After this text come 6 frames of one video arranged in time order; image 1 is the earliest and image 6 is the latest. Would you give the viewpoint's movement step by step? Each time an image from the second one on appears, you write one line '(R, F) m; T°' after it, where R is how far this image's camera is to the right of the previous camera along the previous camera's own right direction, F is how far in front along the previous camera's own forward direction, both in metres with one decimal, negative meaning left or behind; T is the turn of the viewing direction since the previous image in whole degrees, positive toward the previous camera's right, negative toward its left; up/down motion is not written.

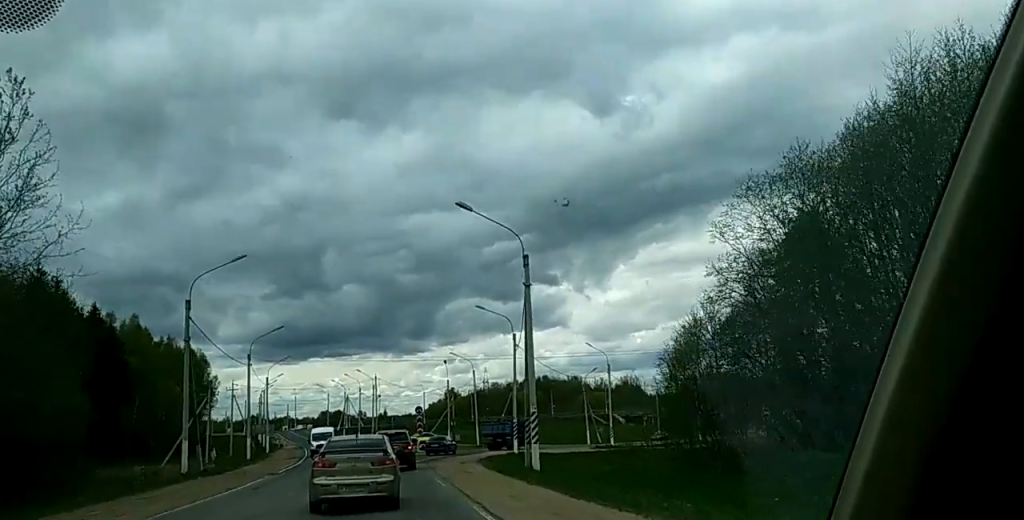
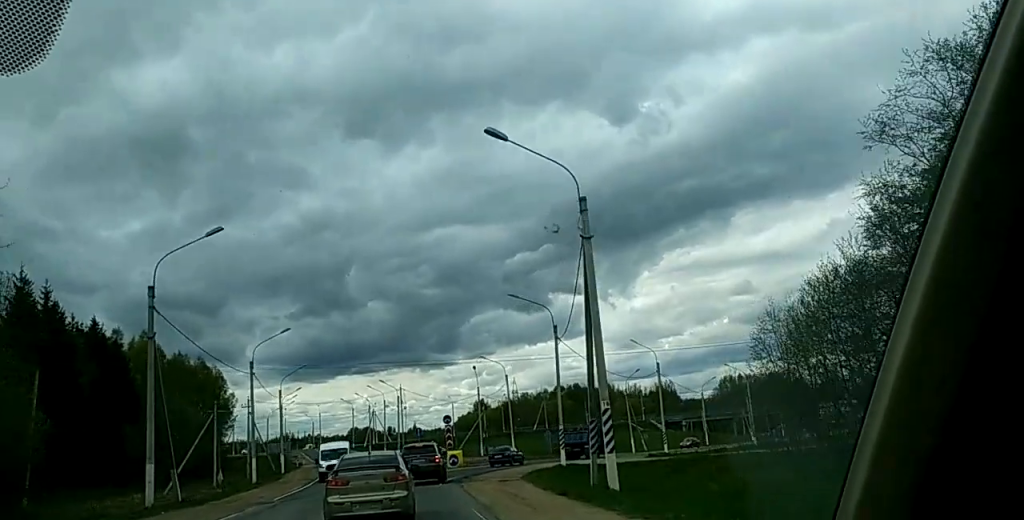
(-0.3, +8.8) m; -3°
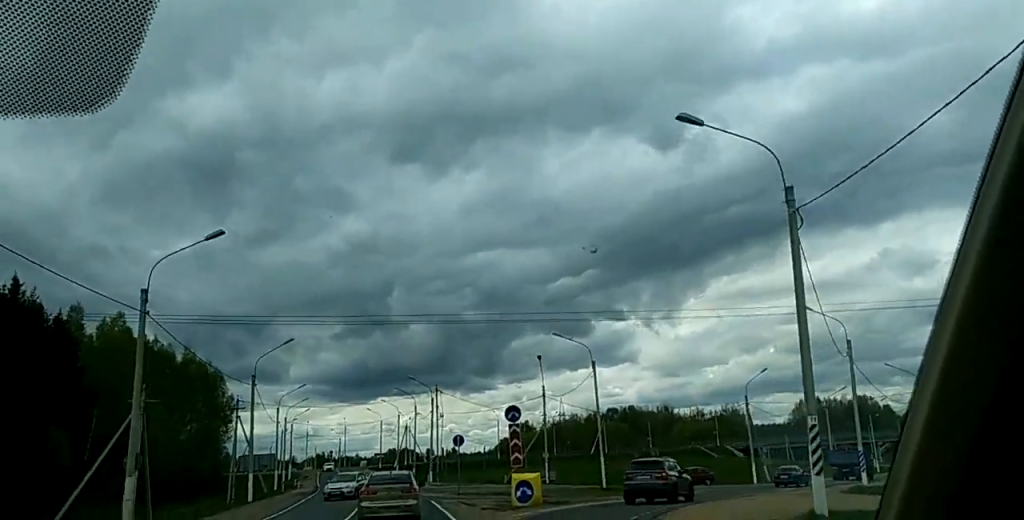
(-1.1, +30.5) m; +1°
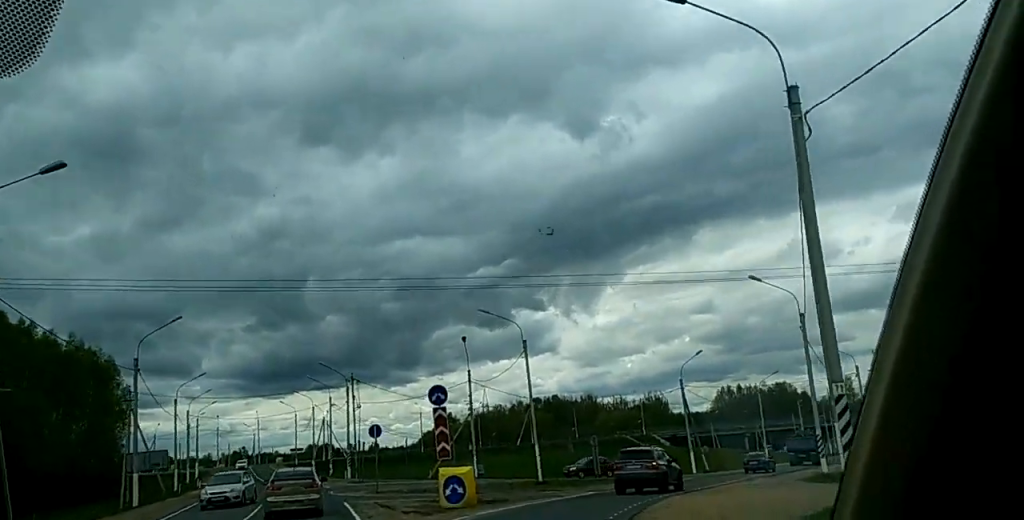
(0.0, +5.8) m; +3°
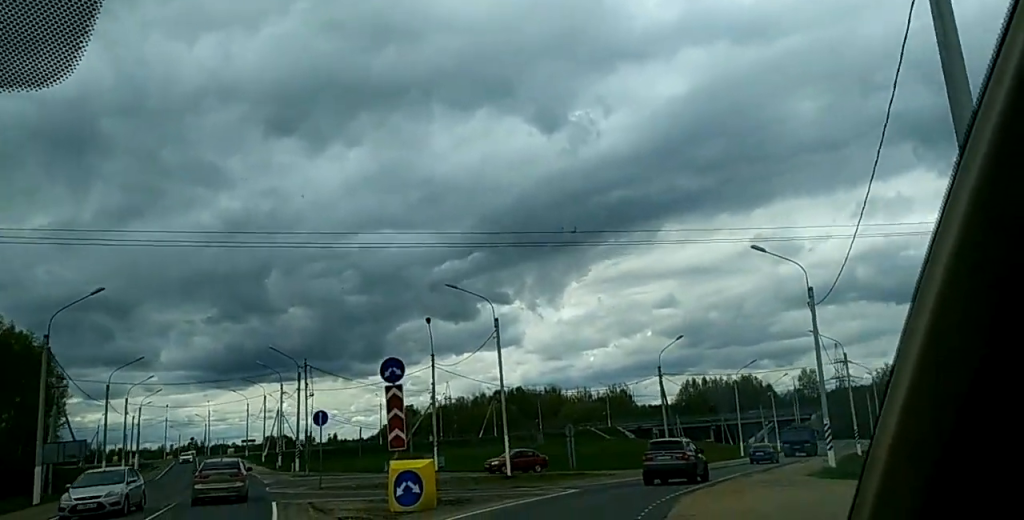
(+0.3, +5.8) m; +5°
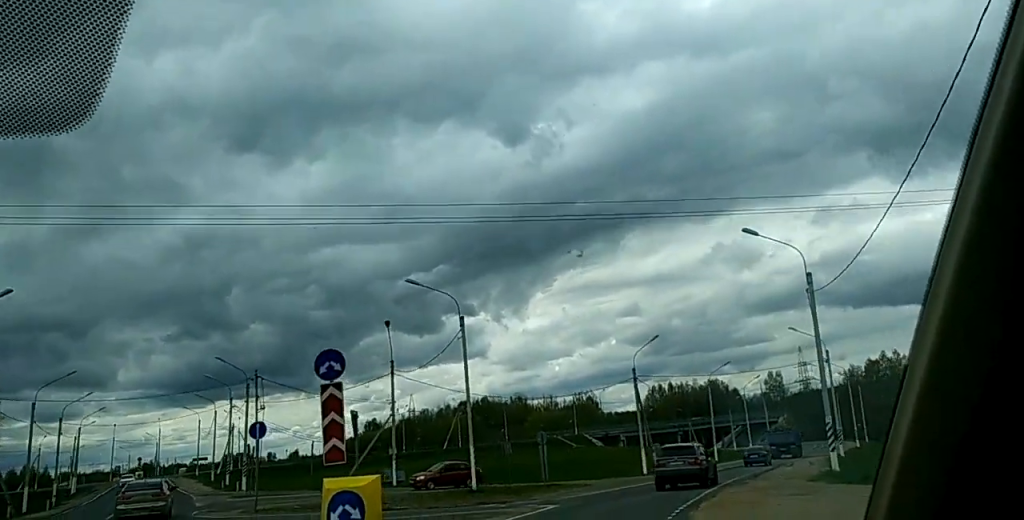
(+0.1, +4.6) m; +4°
